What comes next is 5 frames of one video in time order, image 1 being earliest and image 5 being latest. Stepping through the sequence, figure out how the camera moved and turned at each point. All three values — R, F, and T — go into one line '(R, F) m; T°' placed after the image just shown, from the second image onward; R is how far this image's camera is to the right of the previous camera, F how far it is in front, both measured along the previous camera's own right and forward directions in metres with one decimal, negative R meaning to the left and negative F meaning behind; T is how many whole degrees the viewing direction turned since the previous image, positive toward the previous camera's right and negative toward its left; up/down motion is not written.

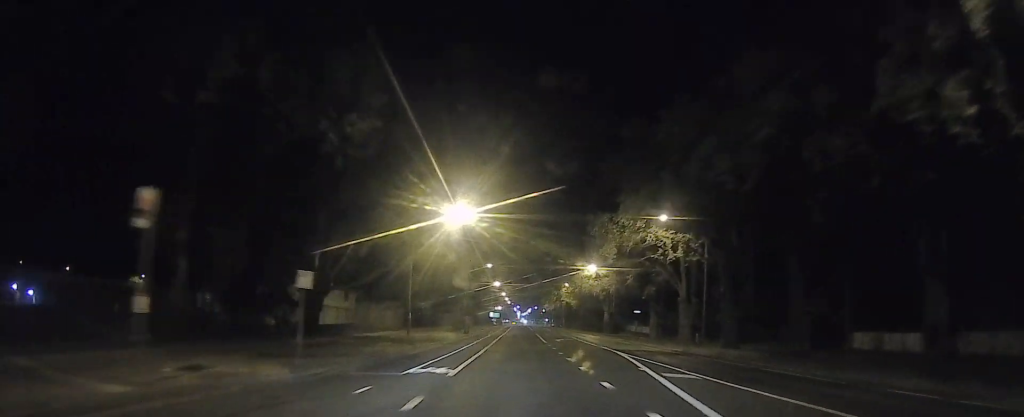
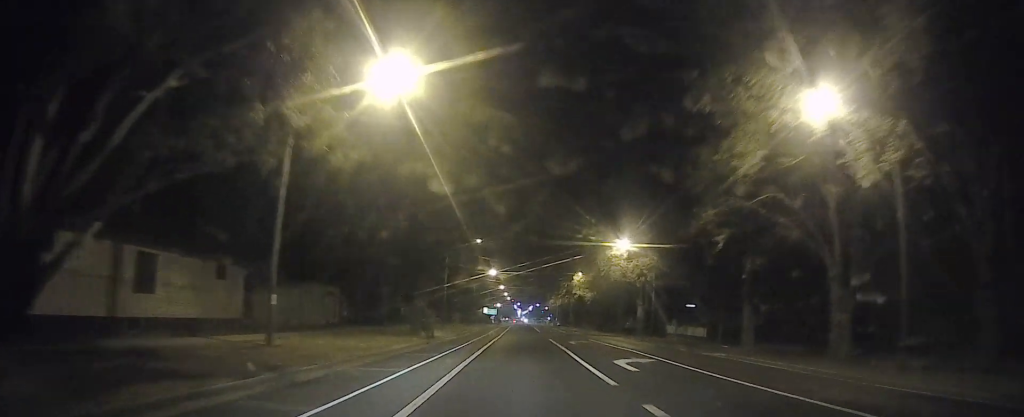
(+0.1, +22.9) m; +1°
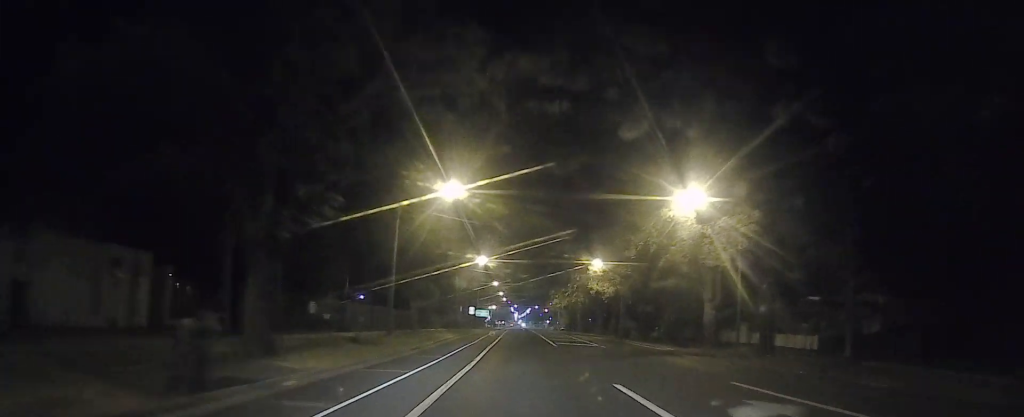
(+0.3, +23.1) m; +1°
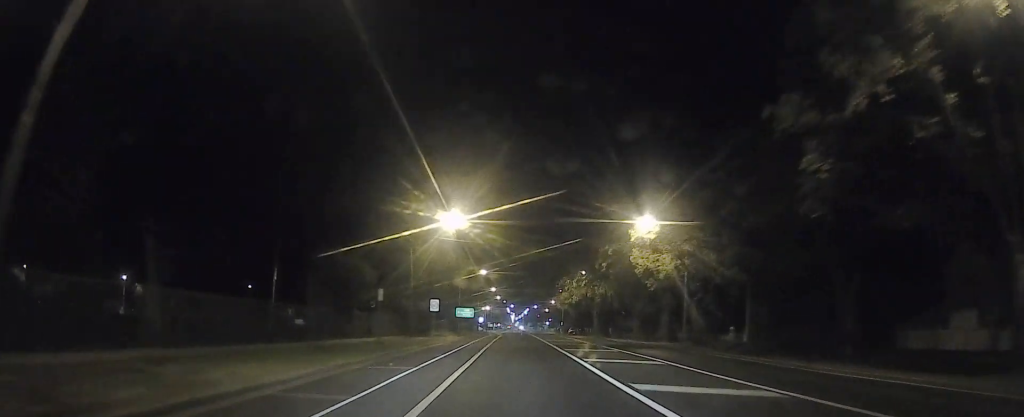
(0.0, +28.7) m; 0°
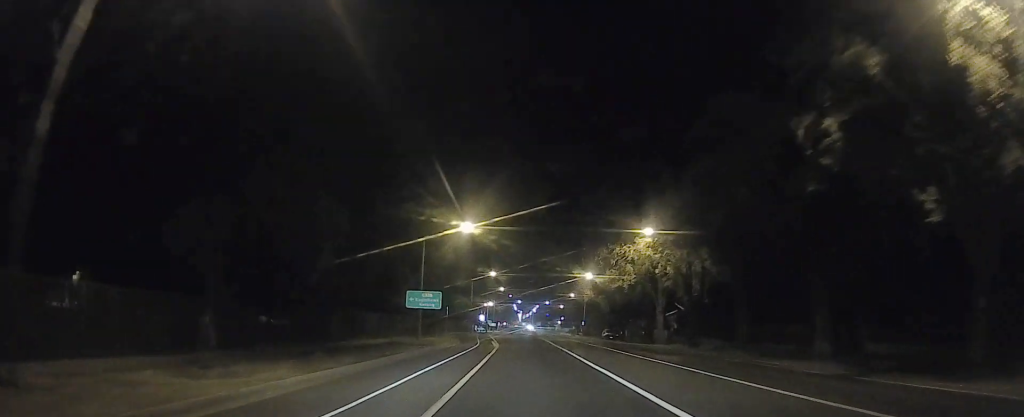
(0.0, +36.6) m; 0°
